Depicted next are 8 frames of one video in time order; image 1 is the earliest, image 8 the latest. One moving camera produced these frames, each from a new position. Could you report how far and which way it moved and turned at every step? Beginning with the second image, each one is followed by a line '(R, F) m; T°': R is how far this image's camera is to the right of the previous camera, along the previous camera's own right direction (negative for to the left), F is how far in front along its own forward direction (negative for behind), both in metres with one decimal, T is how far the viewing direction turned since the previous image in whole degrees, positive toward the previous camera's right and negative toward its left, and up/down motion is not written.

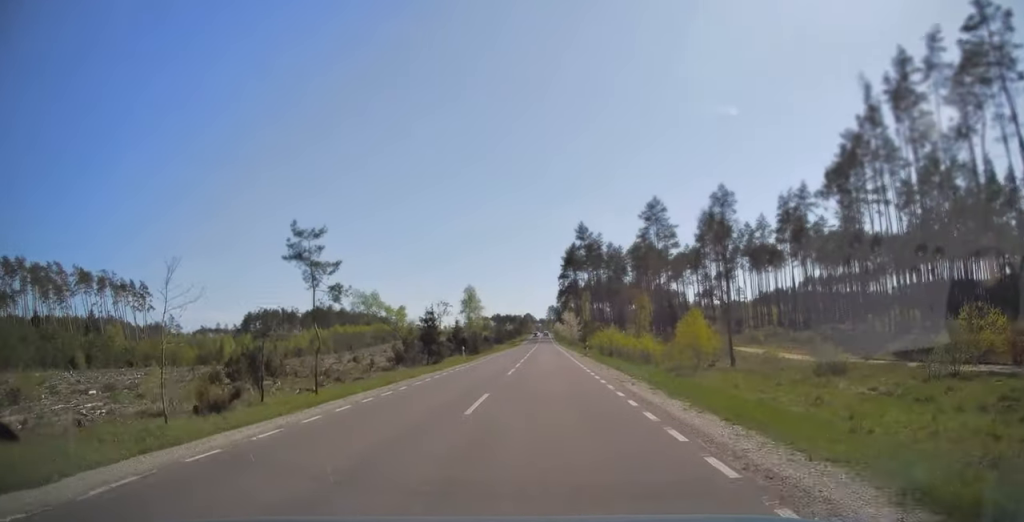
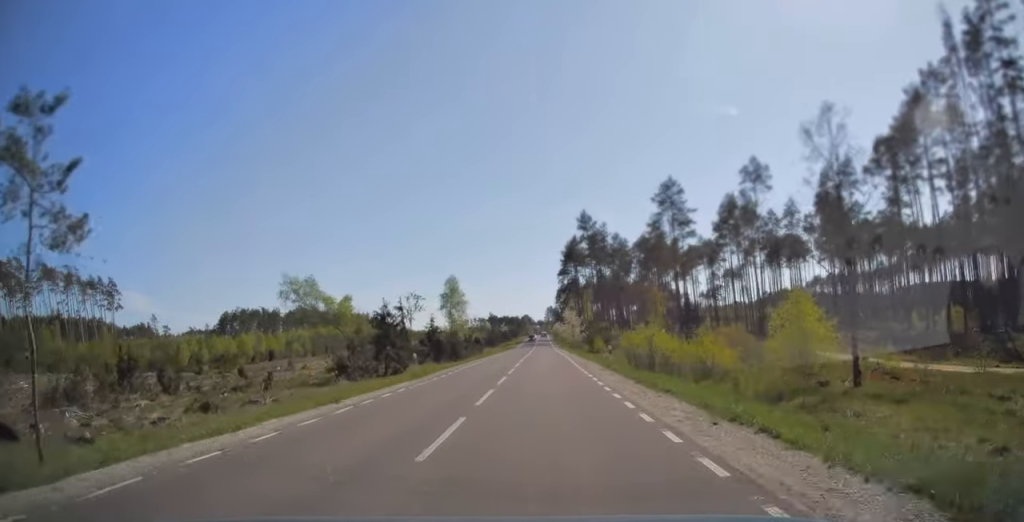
(0.0, +15.5) m; 0°
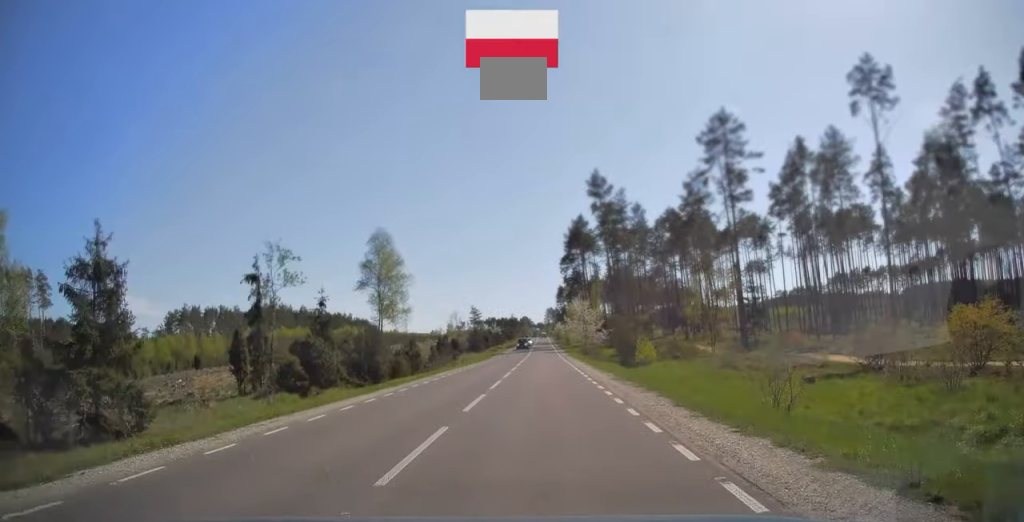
(+0.1, +30.6) m; 0°
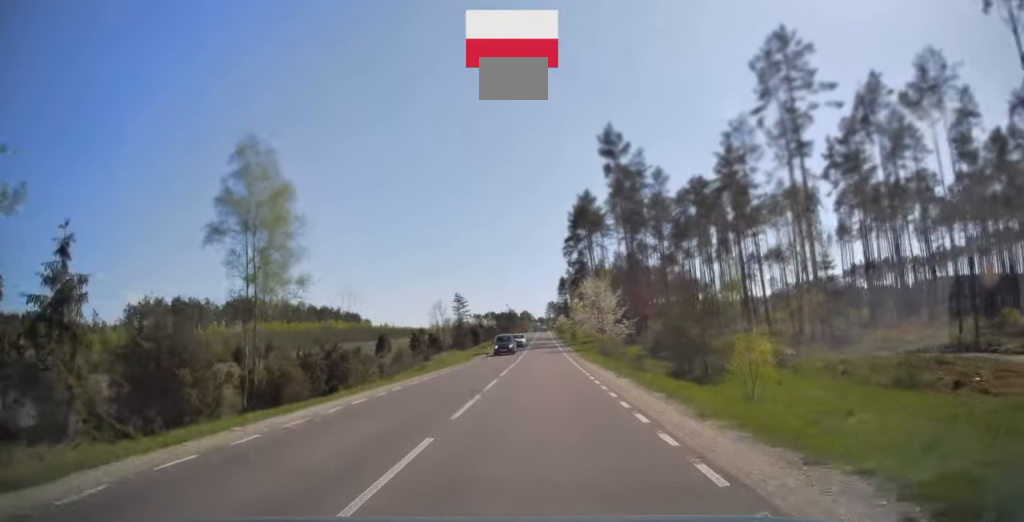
(0.0, +18.7) m; 0°
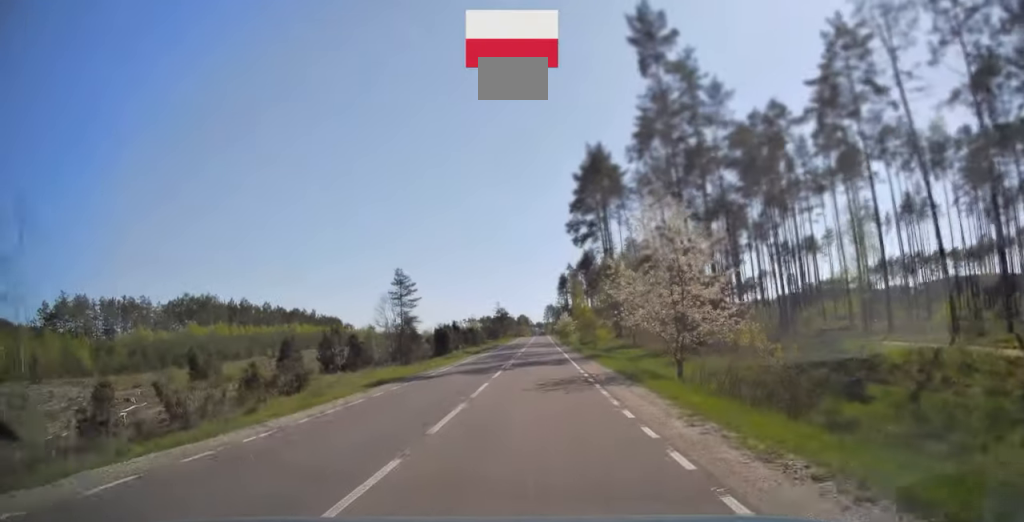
(-0.1, +30.6) m; 0°
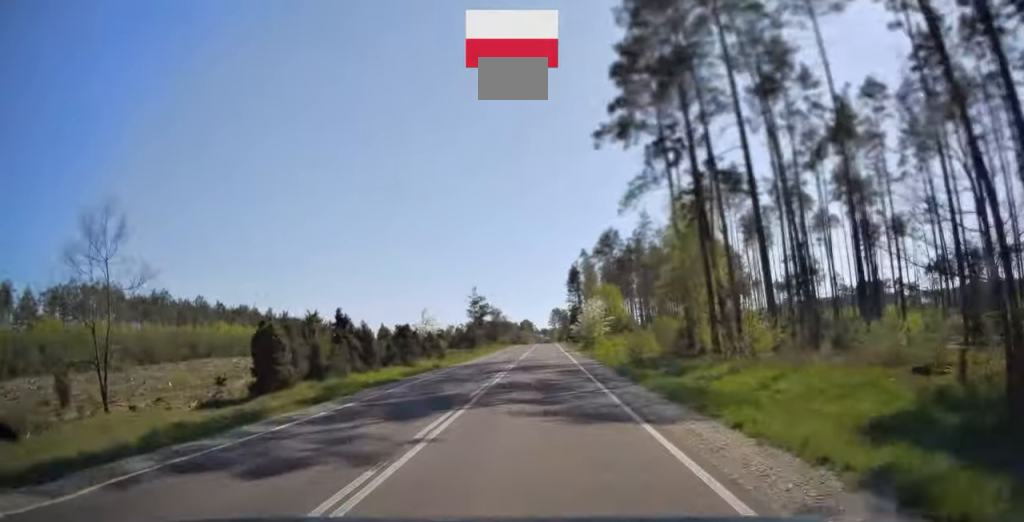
(0.0, +47.9) m; 0°
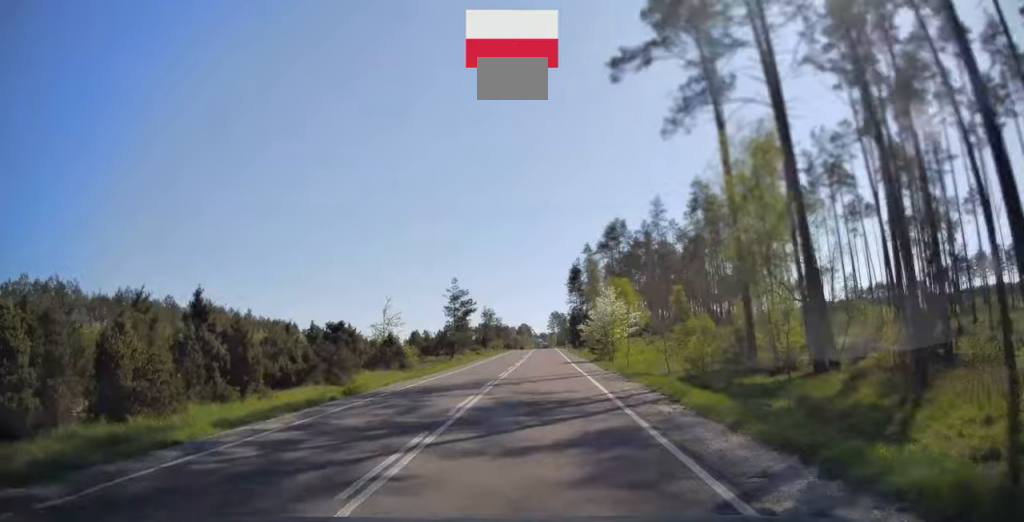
(+0.1, +15.0) m; 0°
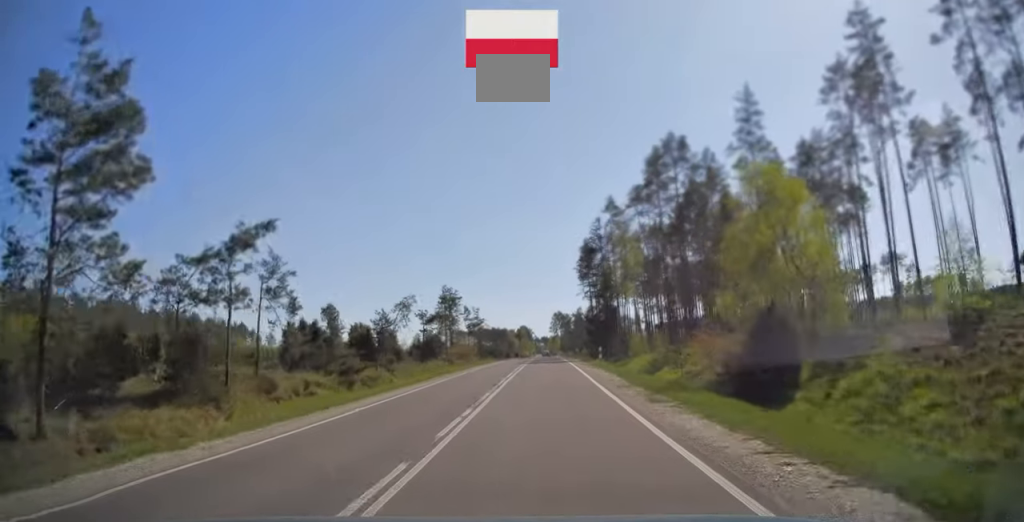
(-0.1, +49.4) m; 0°
